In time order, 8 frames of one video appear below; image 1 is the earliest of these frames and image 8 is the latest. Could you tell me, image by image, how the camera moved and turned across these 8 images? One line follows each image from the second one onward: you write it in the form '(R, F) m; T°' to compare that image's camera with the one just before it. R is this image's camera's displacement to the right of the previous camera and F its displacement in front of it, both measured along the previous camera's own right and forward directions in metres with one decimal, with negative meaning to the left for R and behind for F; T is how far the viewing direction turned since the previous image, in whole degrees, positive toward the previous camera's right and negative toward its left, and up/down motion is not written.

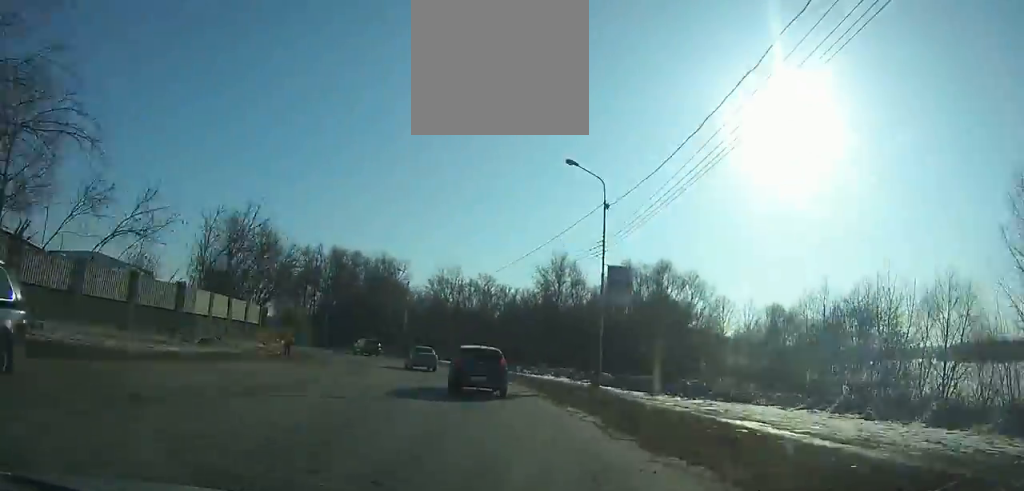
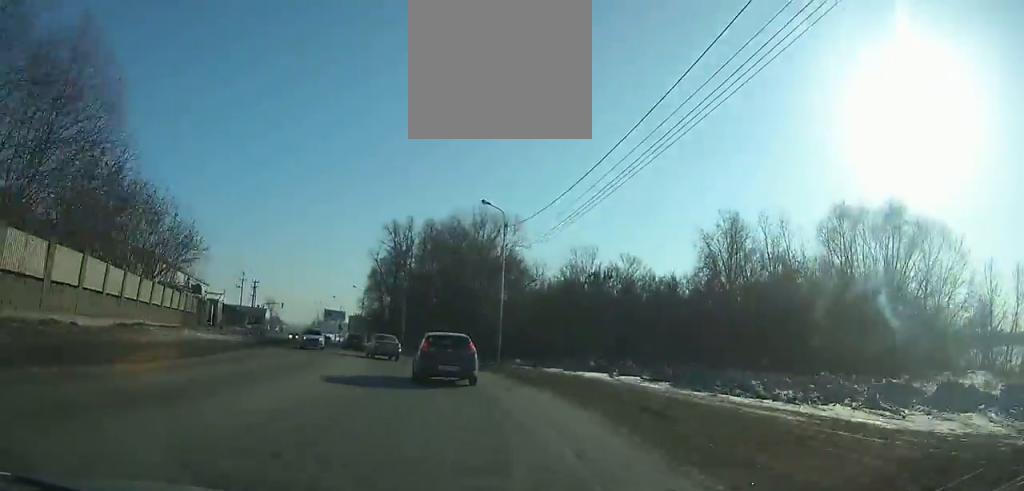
(-4.4, +32.3) m; -13°
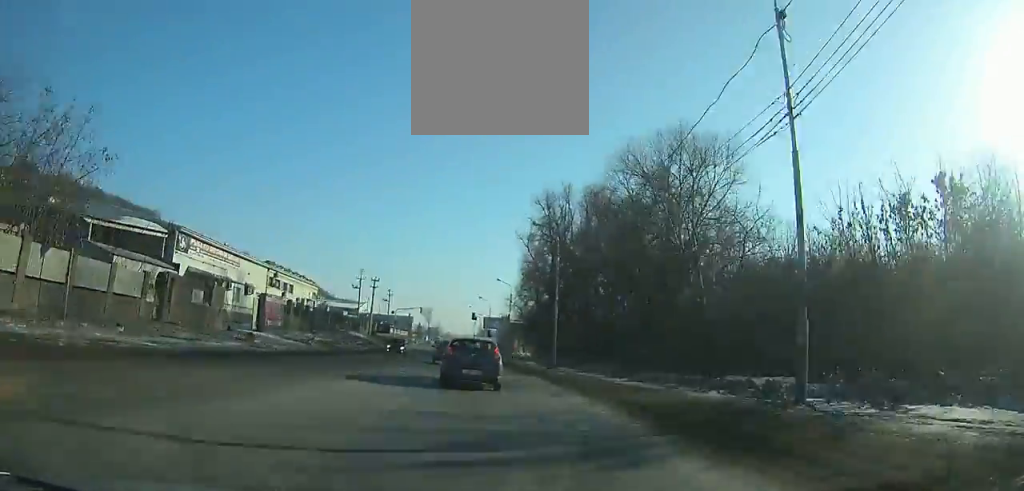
(-2.6, +25.4) m; -9°
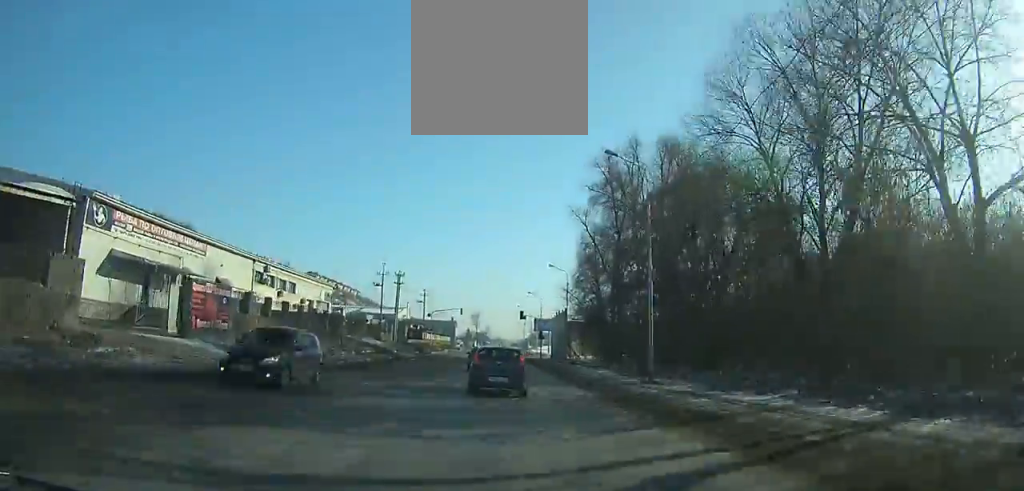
(-1.6, +17.5) m; -5°
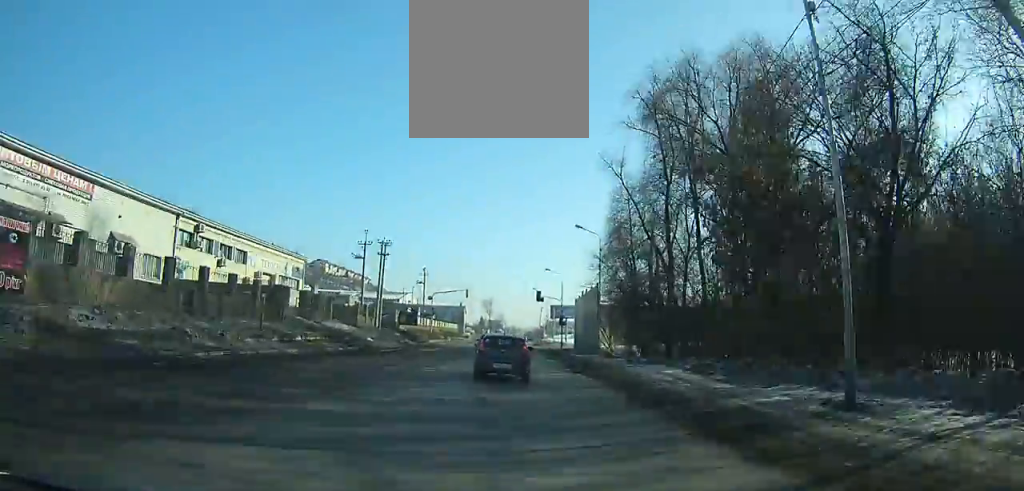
(-0.6, +16.4) m; -3°
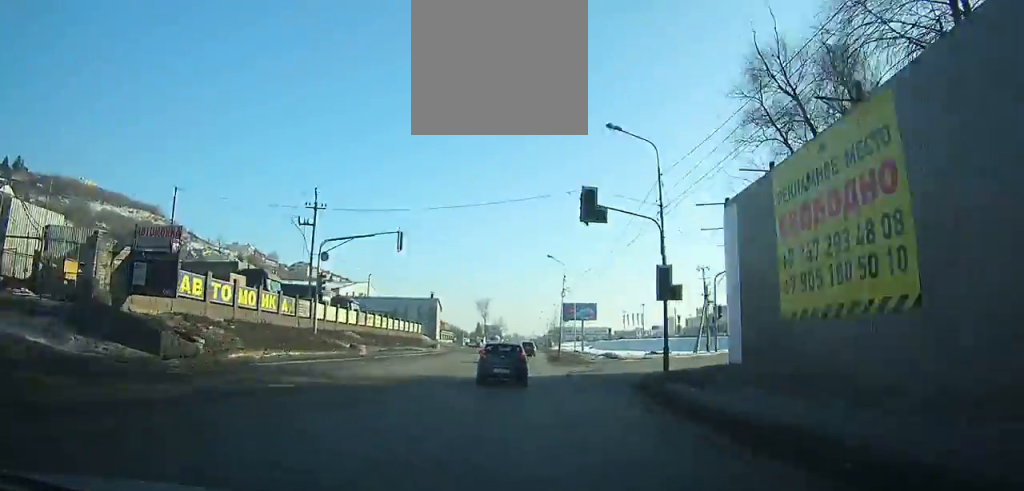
(-1.1, +51.6) m; -1°
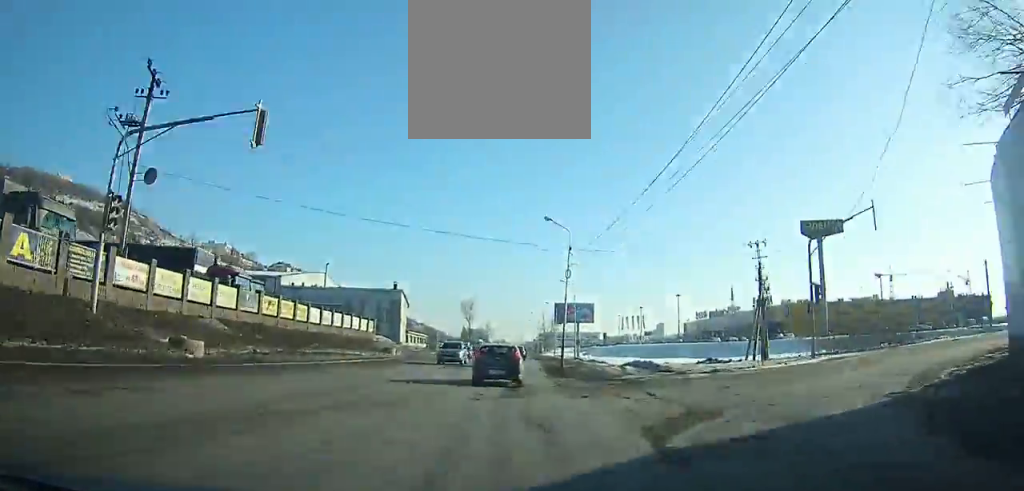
(+0.1, +19.9) m; 0°
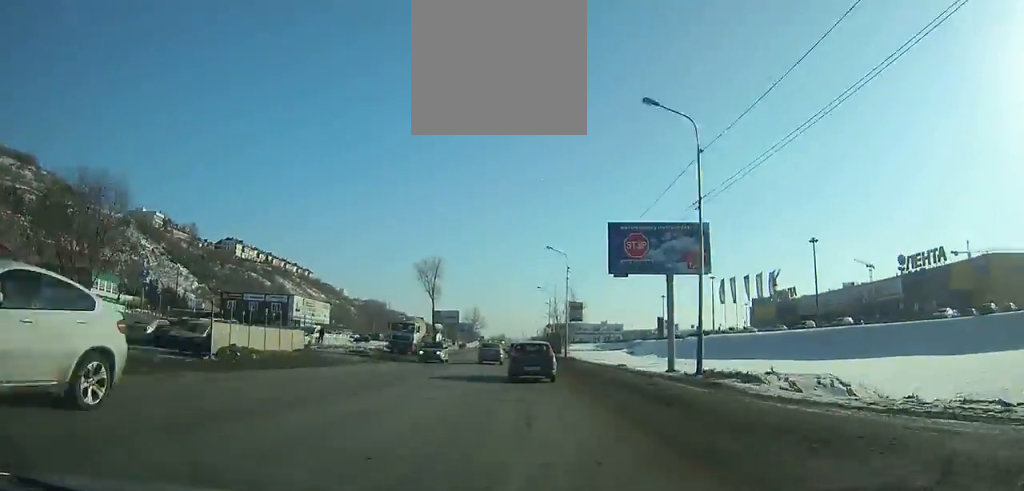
(+0.4, +91.5) m; +1°
